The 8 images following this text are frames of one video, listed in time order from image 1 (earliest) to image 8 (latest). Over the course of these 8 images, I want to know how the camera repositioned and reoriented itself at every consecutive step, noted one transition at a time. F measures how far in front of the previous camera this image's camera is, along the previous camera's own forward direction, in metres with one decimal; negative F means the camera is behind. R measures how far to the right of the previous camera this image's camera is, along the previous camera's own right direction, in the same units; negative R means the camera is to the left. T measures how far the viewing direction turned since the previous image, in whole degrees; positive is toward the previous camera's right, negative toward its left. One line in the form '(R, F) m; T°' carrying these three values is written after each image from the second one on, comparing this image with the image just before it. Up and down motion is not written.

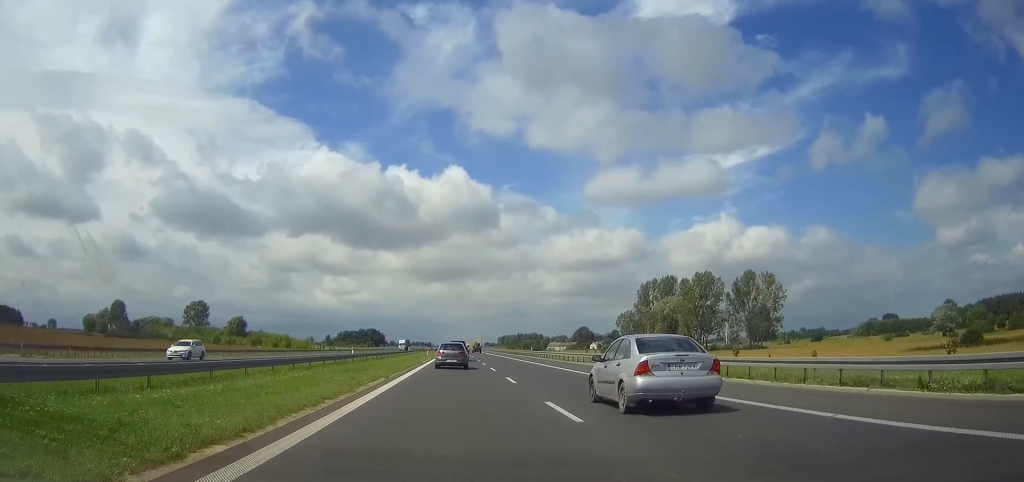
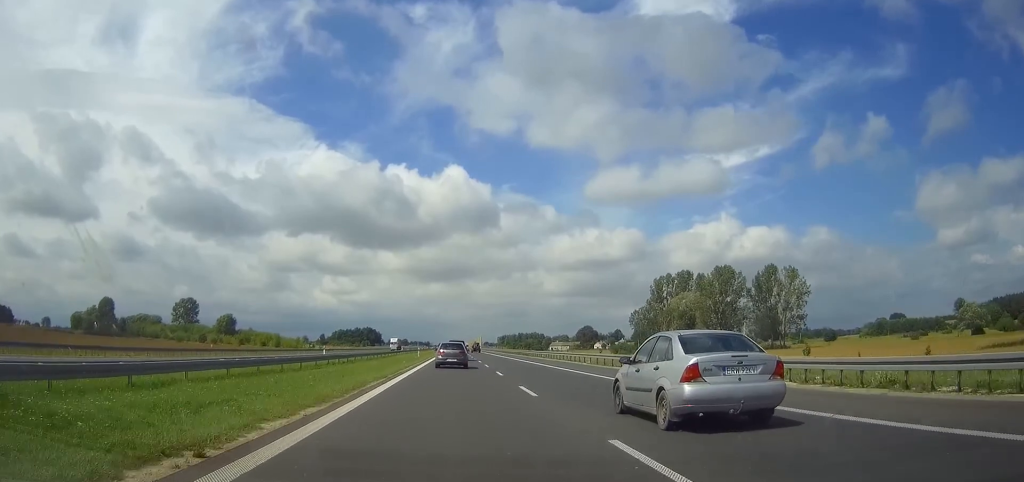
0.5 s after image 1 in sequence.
(0.0, +18.2) m; 0°
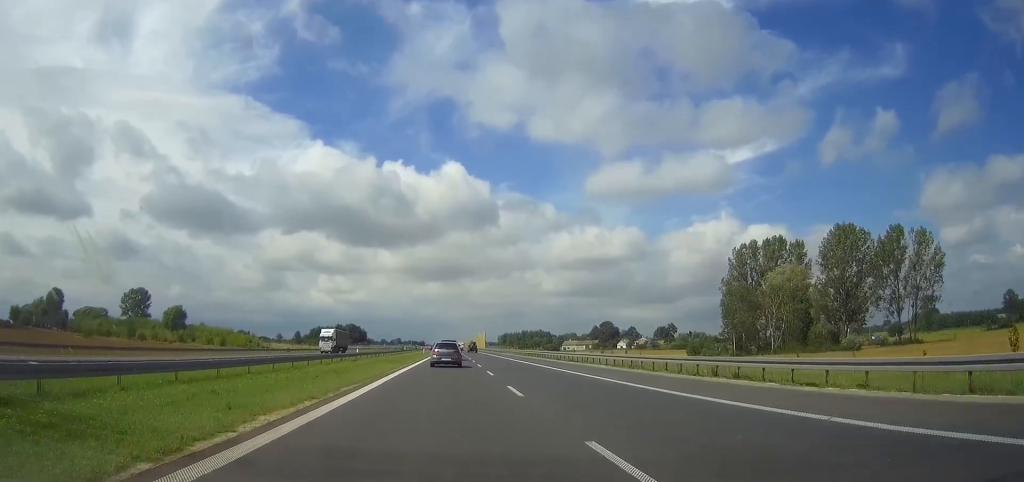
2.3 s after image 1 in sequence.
(0.0, +71.6) m; 0°
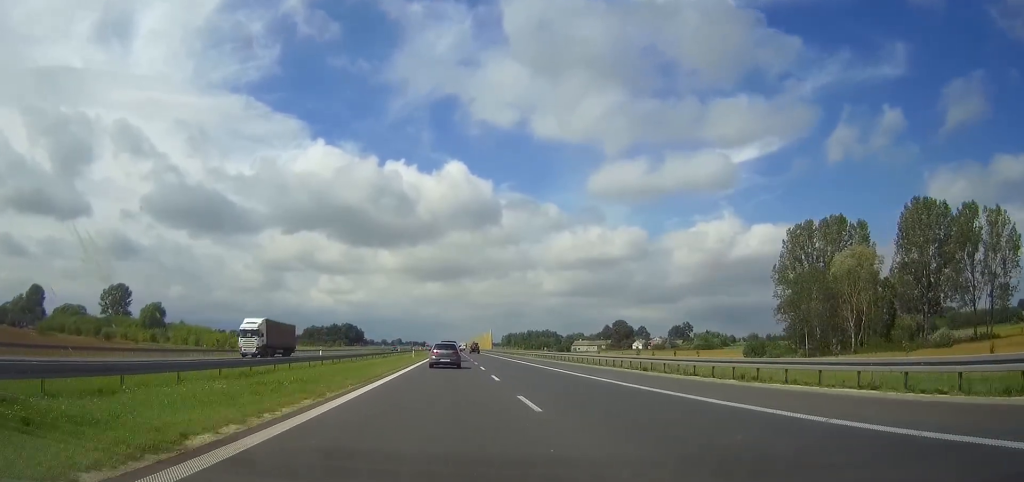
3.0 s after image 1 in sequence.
(0.0, +27.4) m; 0°
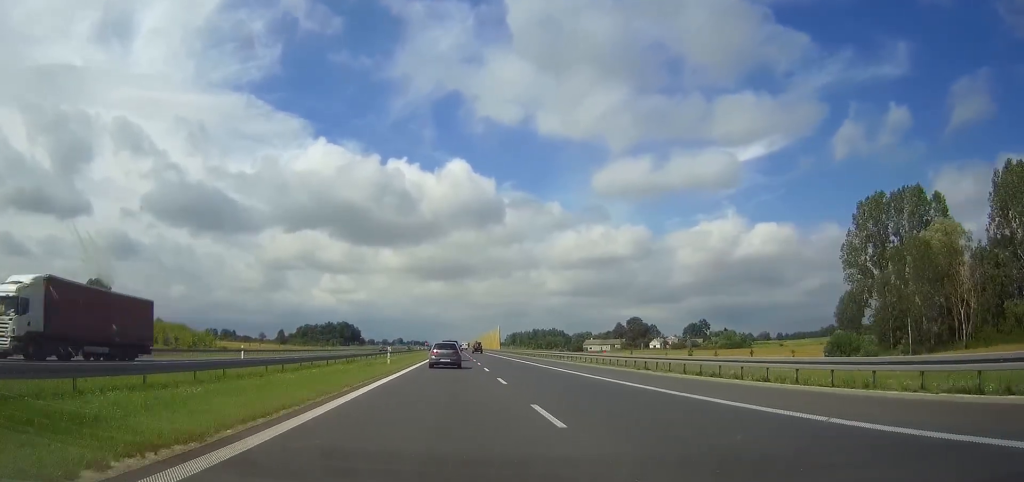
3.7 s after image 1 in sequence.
(0.0, +26.1) m; 0°
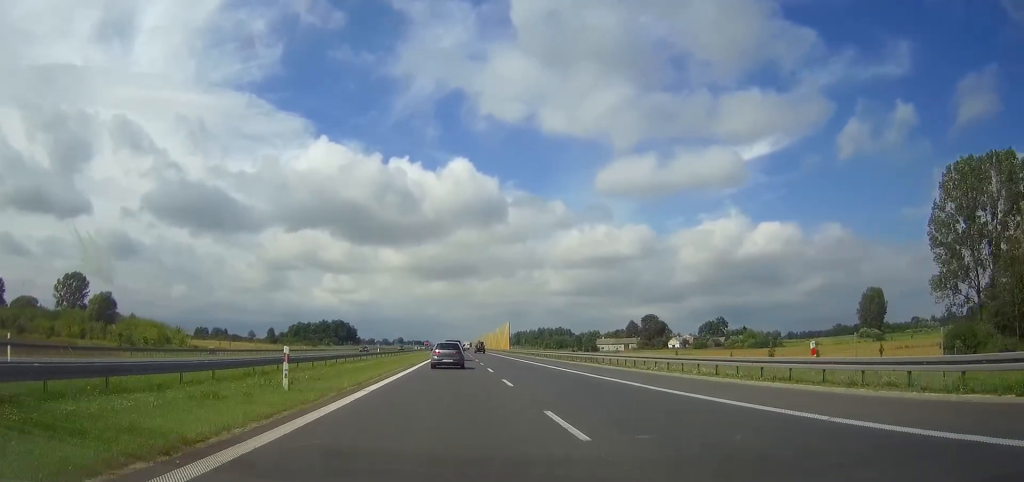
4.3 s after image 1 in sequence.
(0.0, +24.8) m; 0°
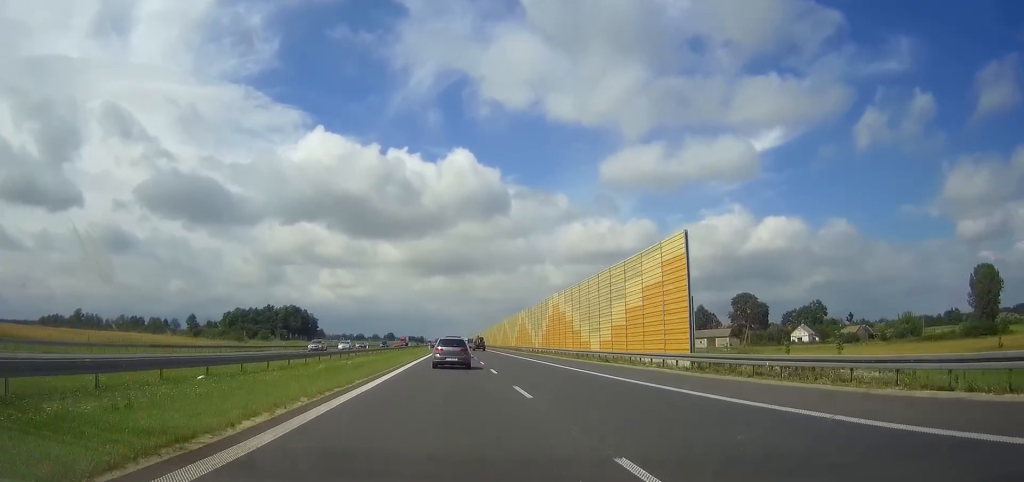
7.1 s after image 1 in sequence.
(+0.1, +111.4) m; 0°
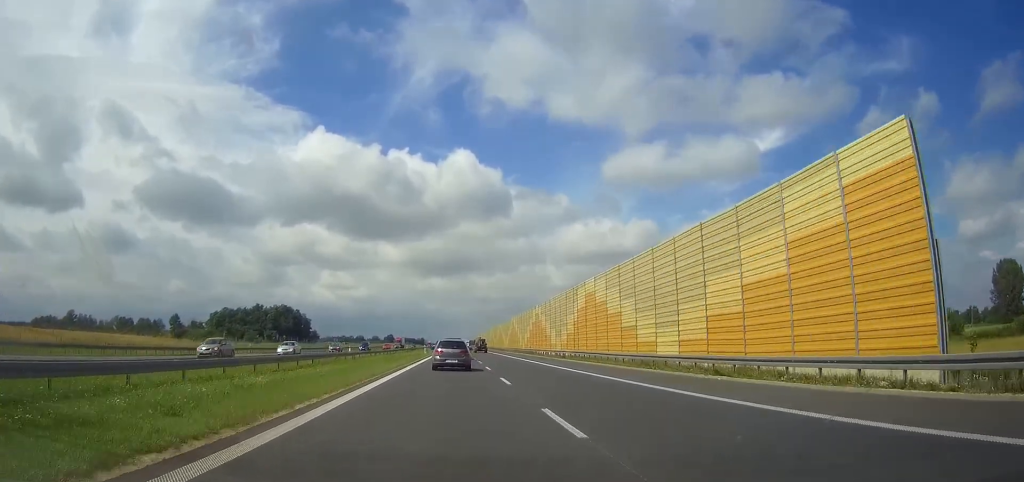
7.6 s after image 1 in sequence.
(0.0, +18.4) m; 0°
